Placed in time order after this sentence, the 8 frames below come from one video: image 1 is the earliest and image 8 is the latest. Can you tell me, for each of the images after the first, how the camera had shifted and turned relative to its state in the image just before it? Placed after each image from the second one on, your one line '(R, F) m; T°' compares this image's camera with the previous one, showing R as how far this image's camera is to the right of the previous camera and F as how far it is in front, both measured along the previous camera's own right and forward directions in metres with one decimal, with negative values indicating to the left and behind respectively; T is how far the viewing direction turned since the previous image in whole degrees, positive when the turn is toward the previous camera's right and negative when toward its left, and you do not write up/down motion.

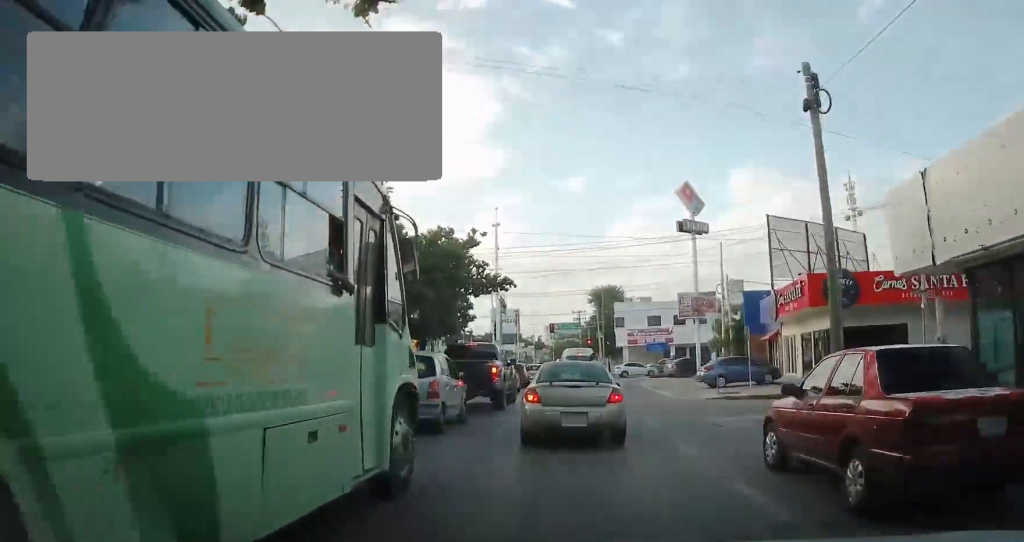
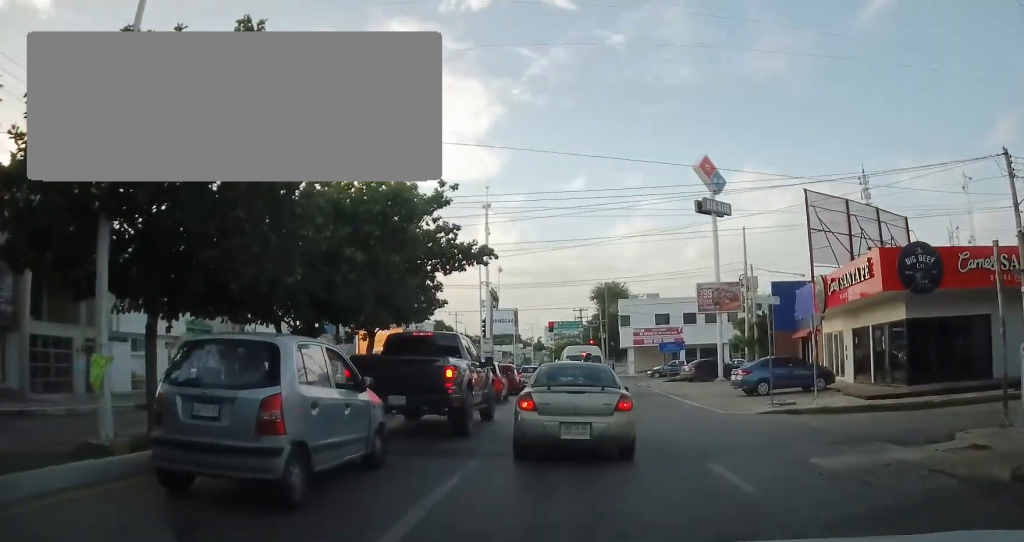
(+0.3, +7.0) m; -8°
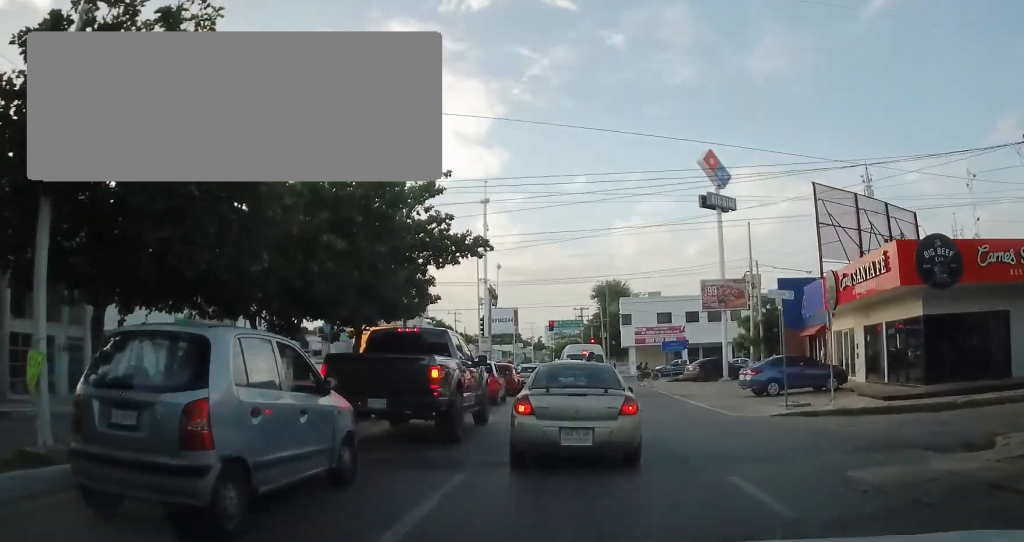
(-0.2, +0.9) m; -1°
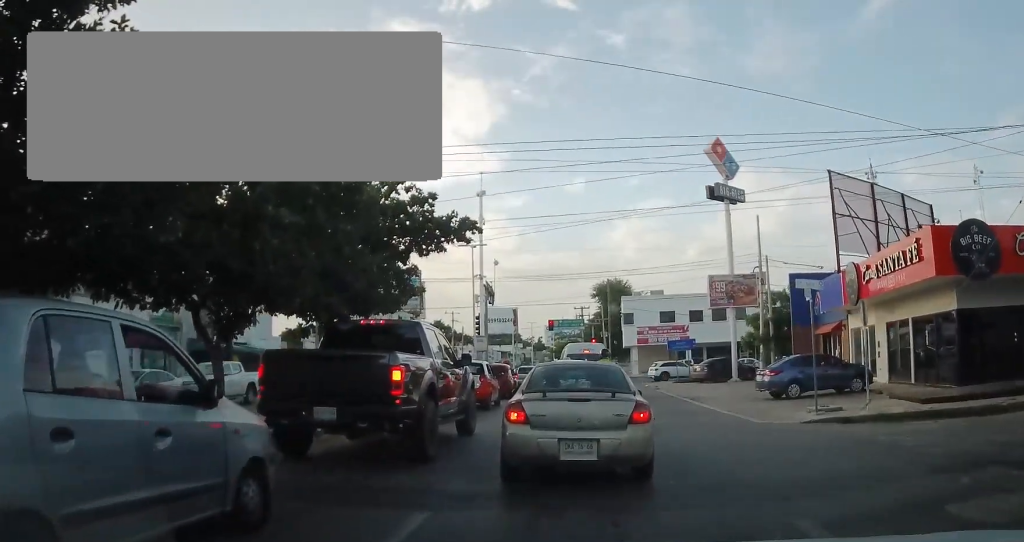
(-0.5, +0.9) m; 0°
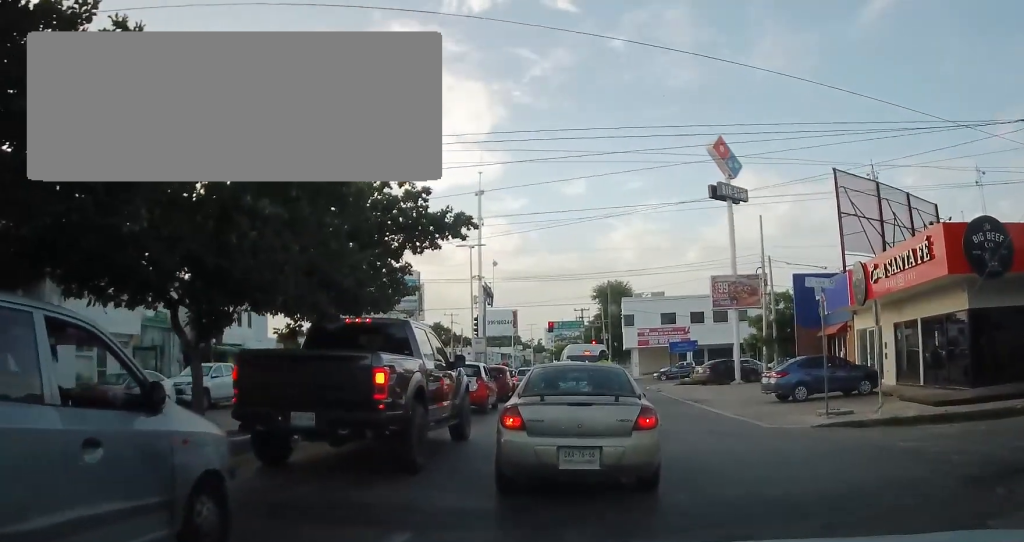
(-0.3, +0.1) m; 0°
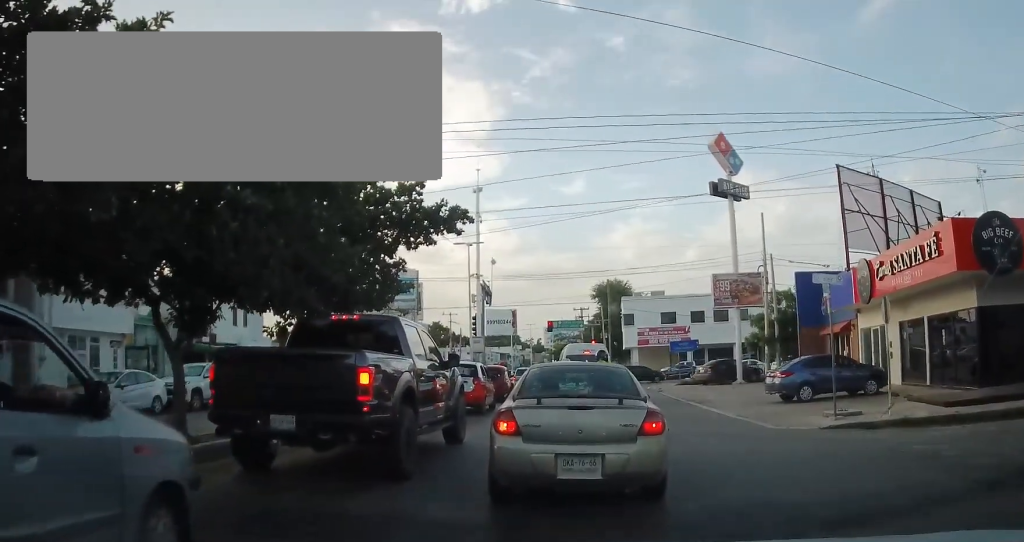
(-0.2, +0.2) m; 0°
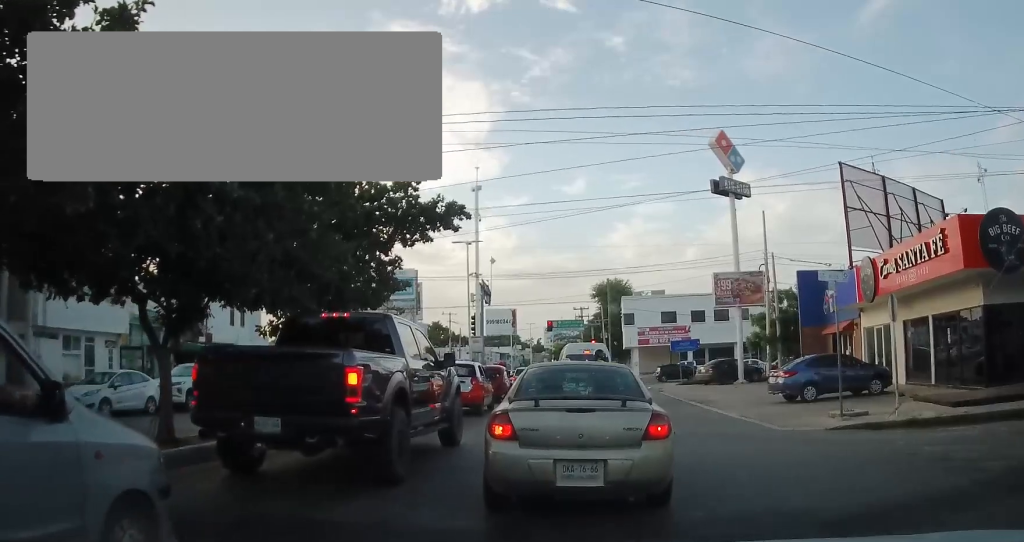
(-0.1, +0.2) m; 0°
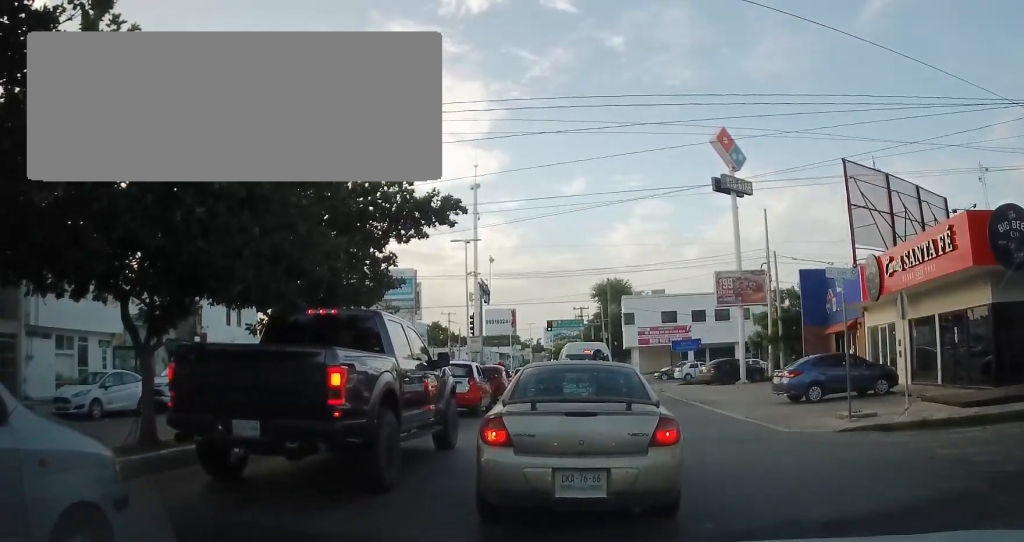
(-0.3, +0.6) m; 0°
